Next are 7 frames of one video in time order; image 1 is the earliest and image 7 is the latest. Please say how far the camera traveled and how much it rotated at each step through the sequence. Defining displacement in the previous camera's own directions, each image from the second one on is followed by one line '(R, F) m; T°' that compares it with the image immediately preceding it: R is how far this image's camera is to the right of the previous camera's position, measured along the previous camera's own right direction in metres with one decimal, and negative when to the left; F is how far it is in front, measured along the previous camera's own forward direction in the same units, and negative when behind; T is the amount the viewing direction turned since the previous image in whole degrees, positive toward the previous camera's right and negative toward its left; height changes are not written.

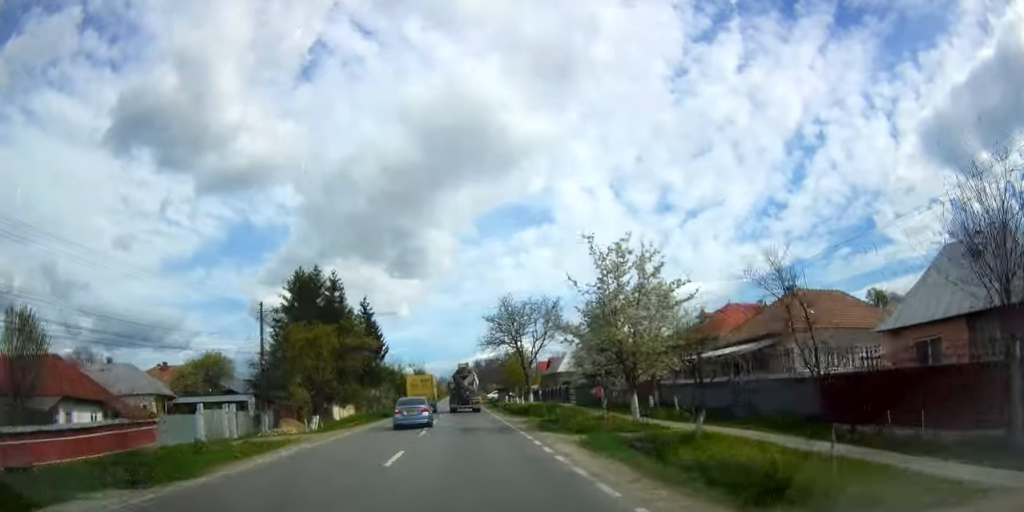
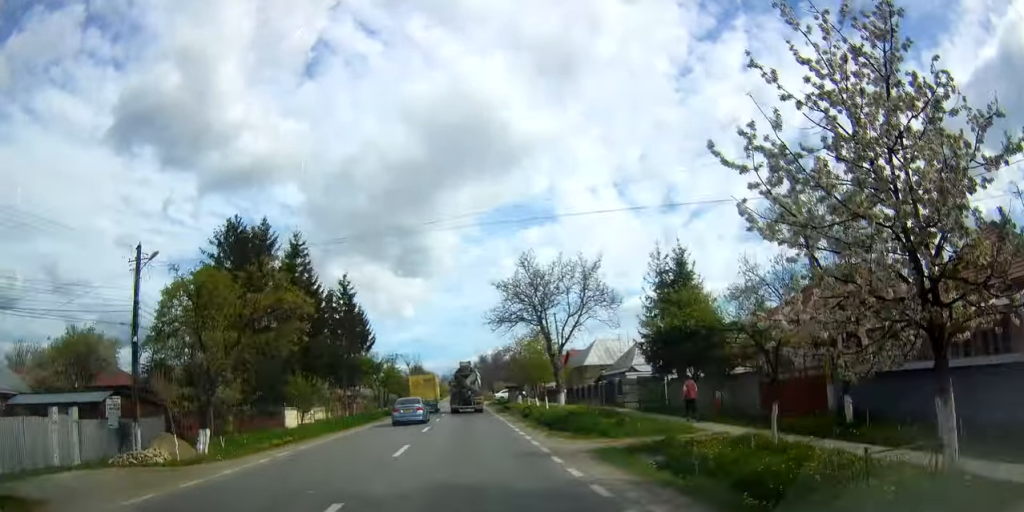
(0.0, +16.7) m; 0°
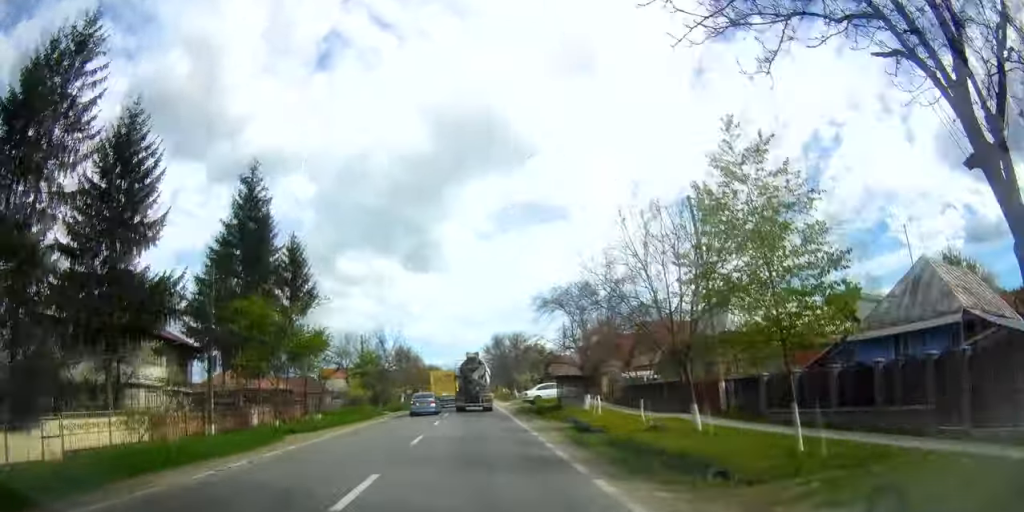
(+0.4, +35.0) m; 0°
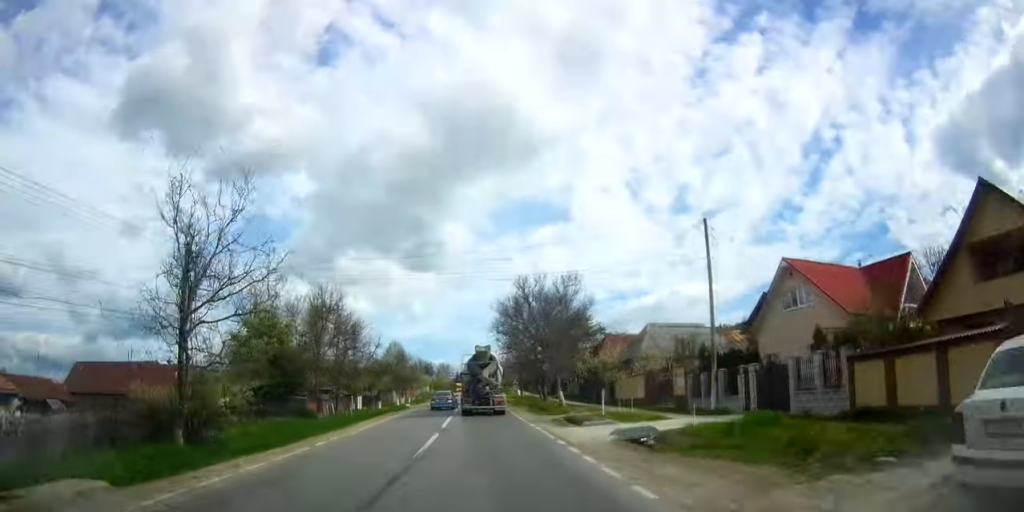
(-0.6, +42.3) m; 0°
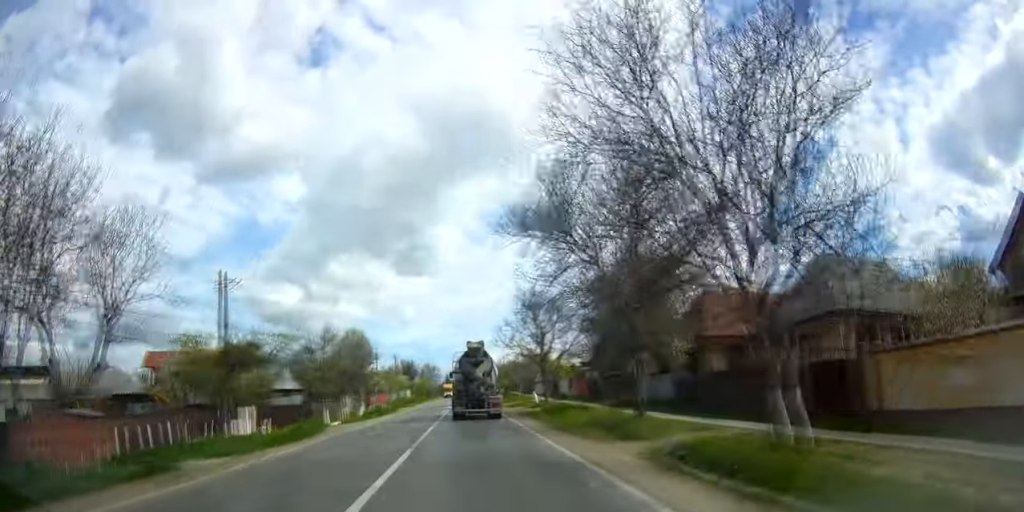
(+1.2, +30.6) m; -1°
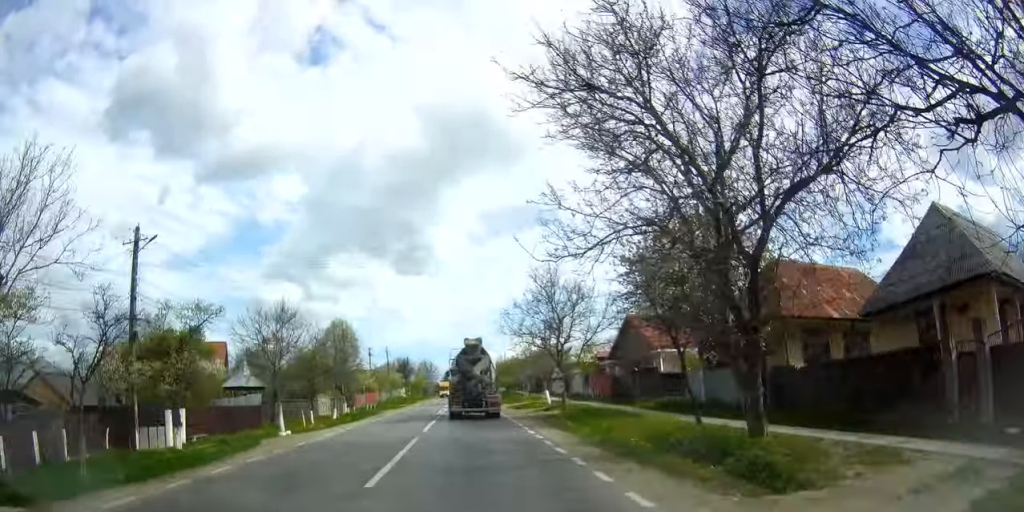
(-0.6, +8.7) m; -1°
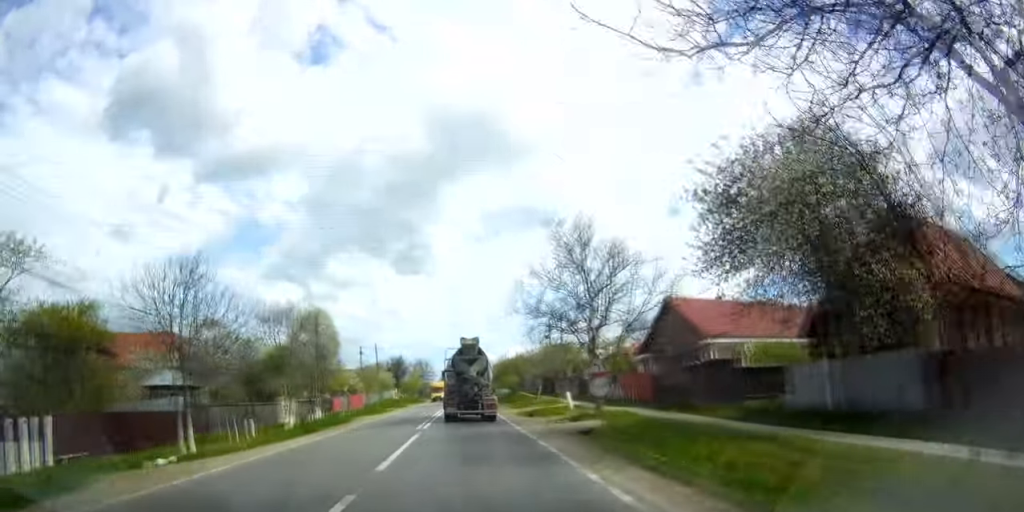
(-0.6, +10.1) m; -1°
